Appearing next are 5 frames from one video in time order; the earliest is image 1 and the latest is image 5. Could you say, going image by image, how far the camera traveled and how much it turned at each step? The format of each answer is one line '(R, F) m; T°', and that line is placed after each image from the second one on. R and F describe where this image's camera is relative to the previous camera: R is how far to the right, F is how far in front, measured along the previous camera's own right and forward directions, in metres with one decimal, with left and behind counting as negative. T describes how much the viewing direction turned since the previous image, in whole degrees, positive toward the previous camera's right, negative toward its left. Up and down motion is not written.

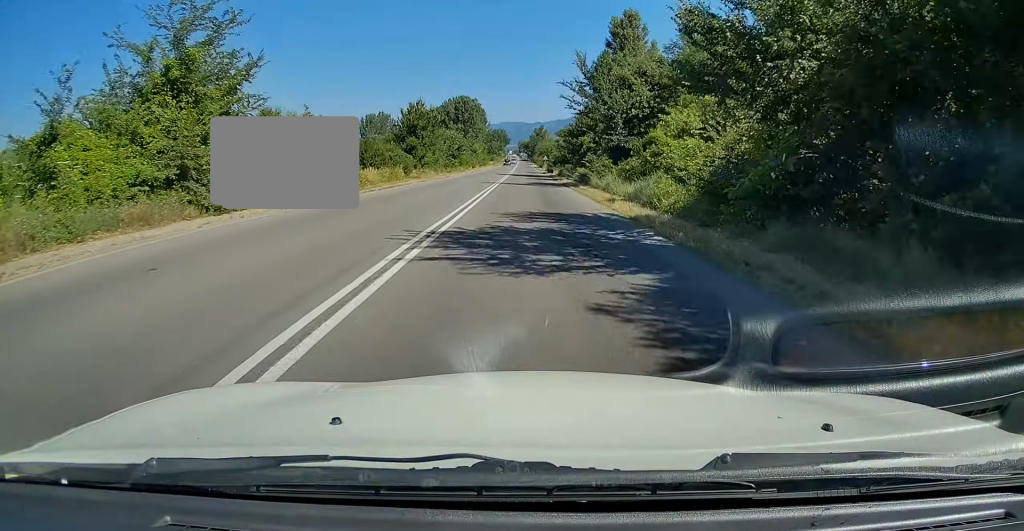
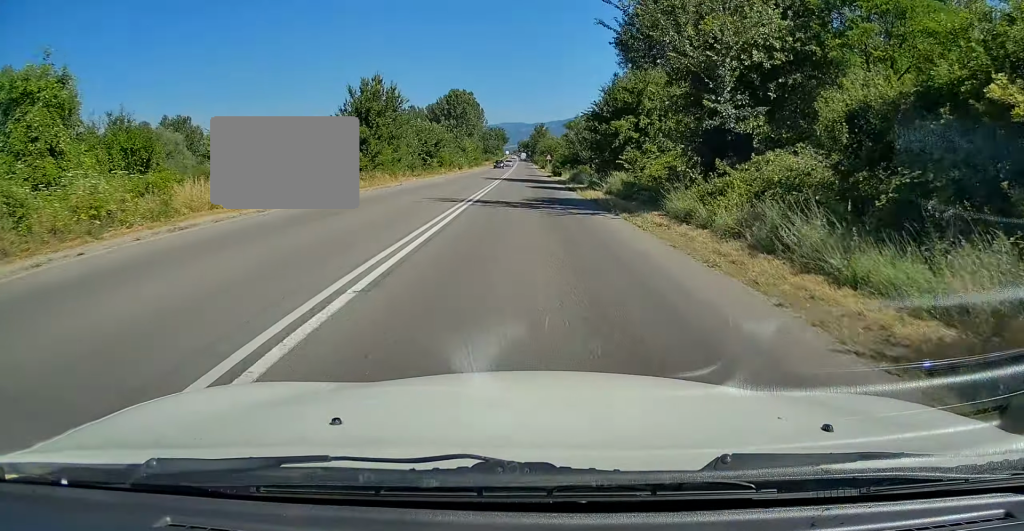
(+0.2, +19.4) m; 0°
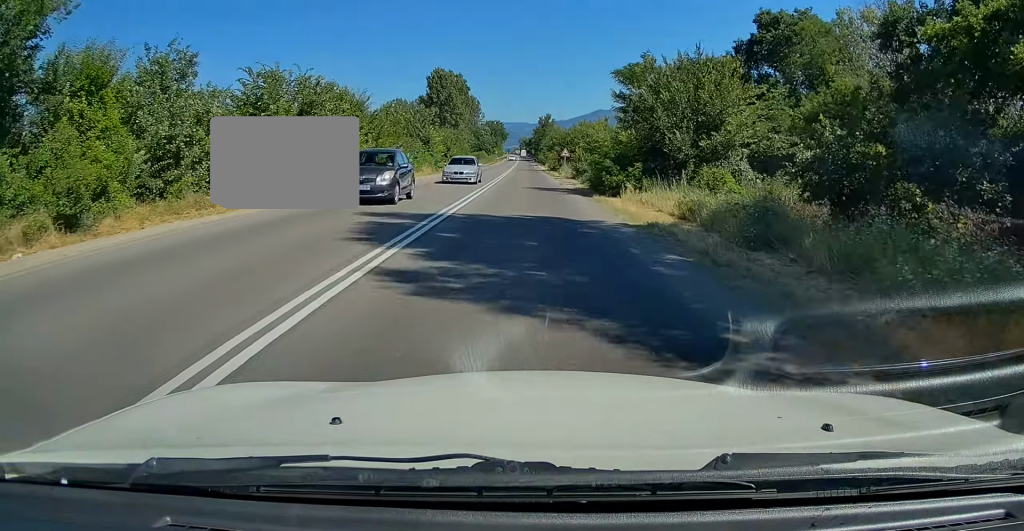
(-0.4, +37.8) m; -1°
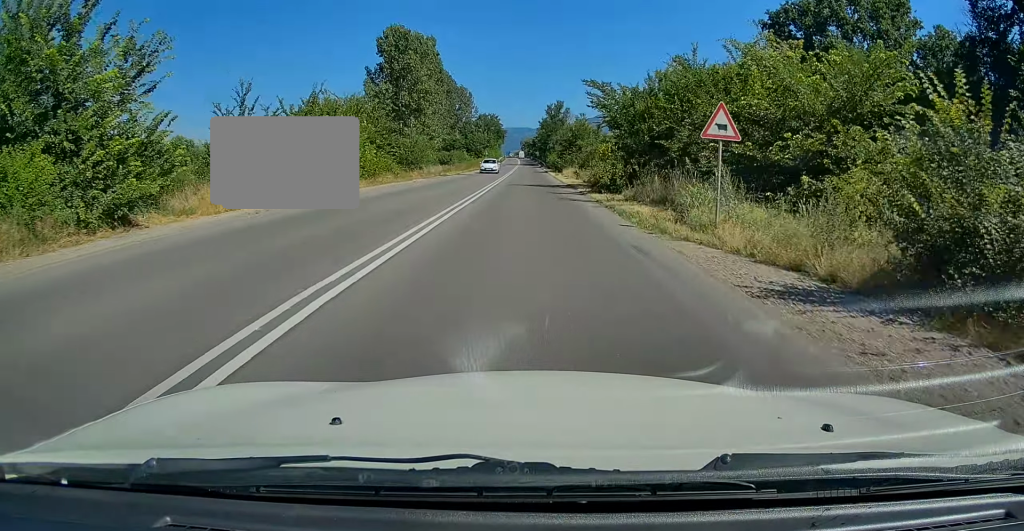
(0.0, +49.0) m; 0°
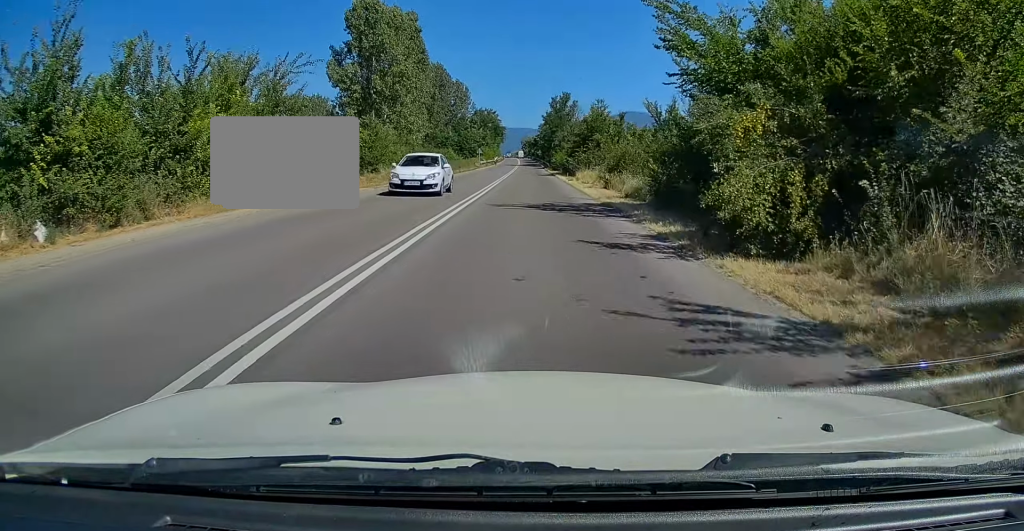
(0.0, +17.1) m; 0°
